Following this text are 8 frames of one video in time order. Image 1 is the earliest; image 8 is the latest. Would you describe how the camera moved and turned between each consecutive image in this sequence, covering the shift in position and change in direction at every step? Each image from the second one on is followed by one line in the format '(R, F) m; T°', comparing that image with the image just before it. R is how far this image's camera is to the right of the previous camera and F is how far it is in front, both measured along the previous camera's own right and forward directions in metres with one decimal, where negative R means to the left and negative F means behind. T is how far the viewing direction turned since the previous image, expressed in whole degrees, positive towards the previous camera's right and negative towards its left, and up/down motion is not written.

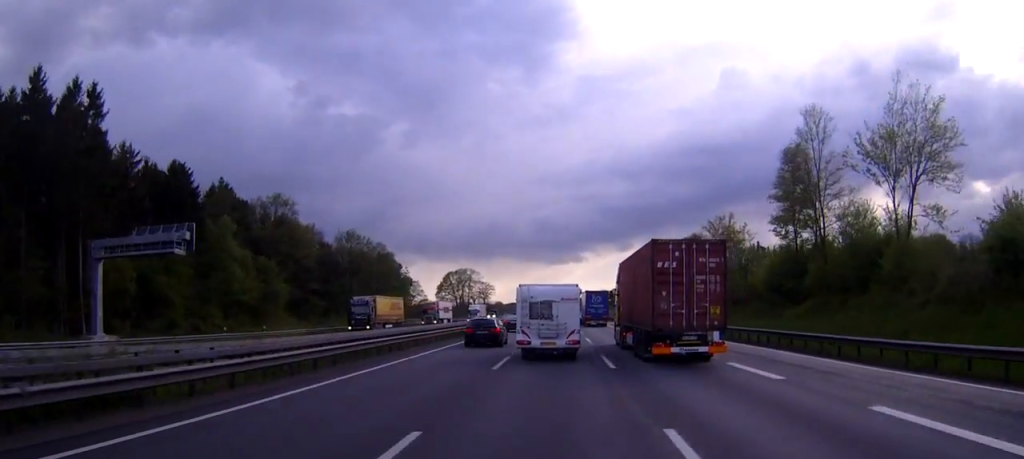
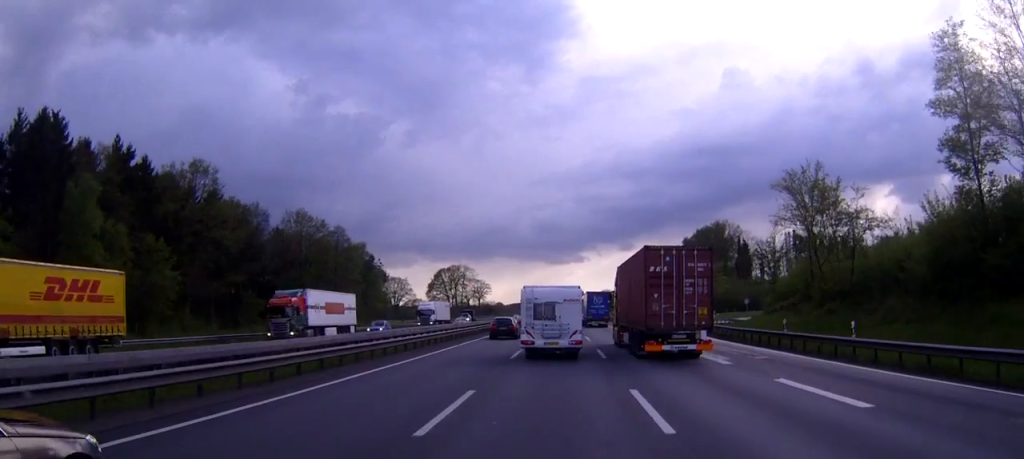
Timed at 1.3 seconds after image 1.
(+0.2, +29.7) m; 0°
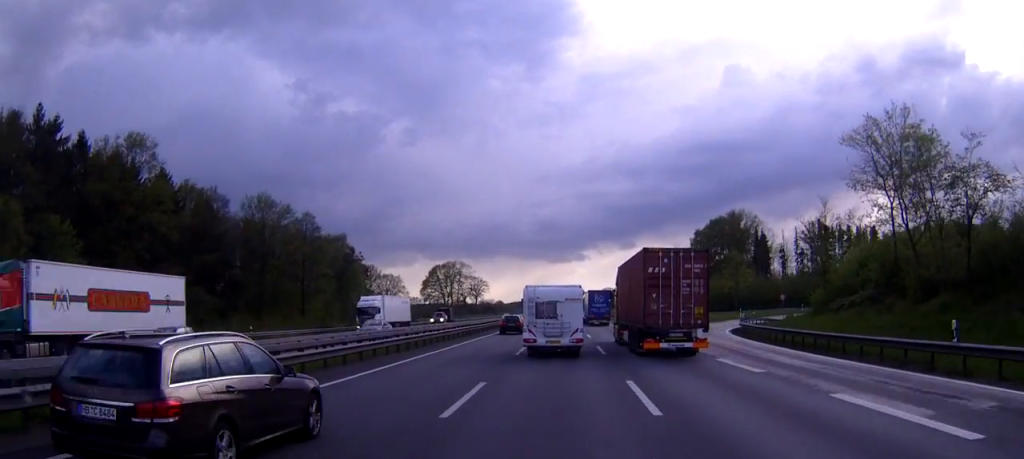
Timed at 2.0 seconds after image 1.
(0.0, +15.9) m; 0°
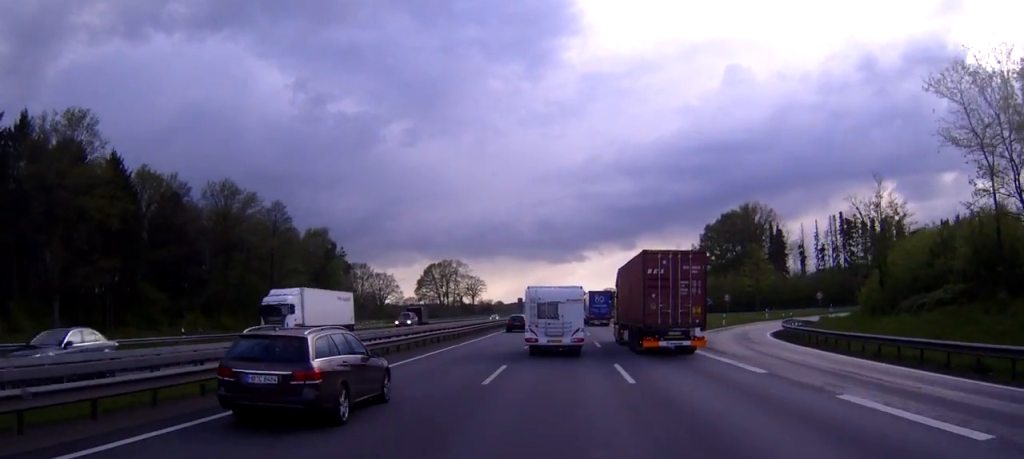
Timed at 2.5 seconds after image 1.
(0.0, +12.1) m; 0°
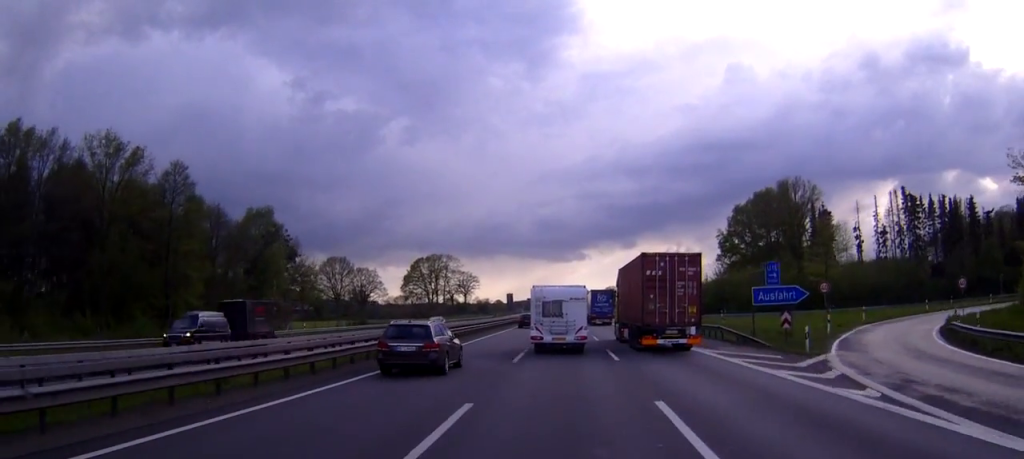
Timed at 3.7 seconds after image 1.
(+0.1, +27.5) m; +1°
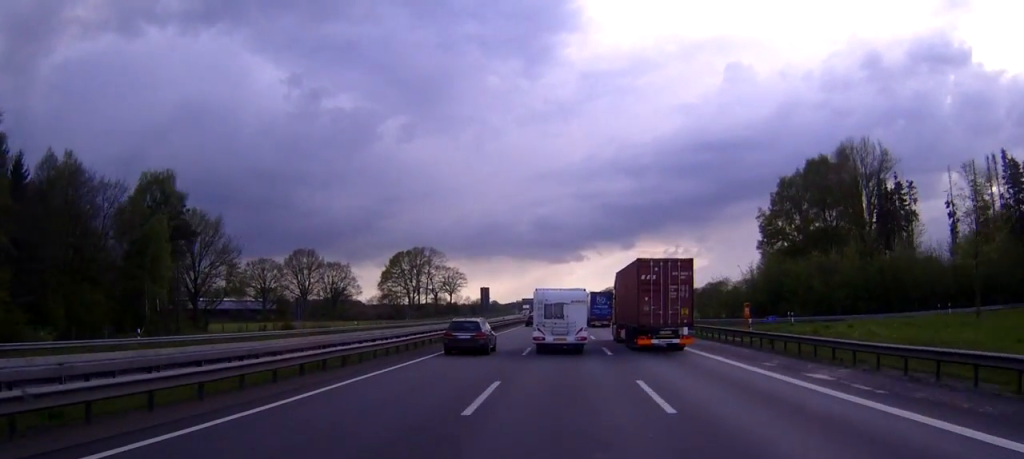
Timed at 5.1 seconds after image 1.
(+0.1, +30.7) m; 0°
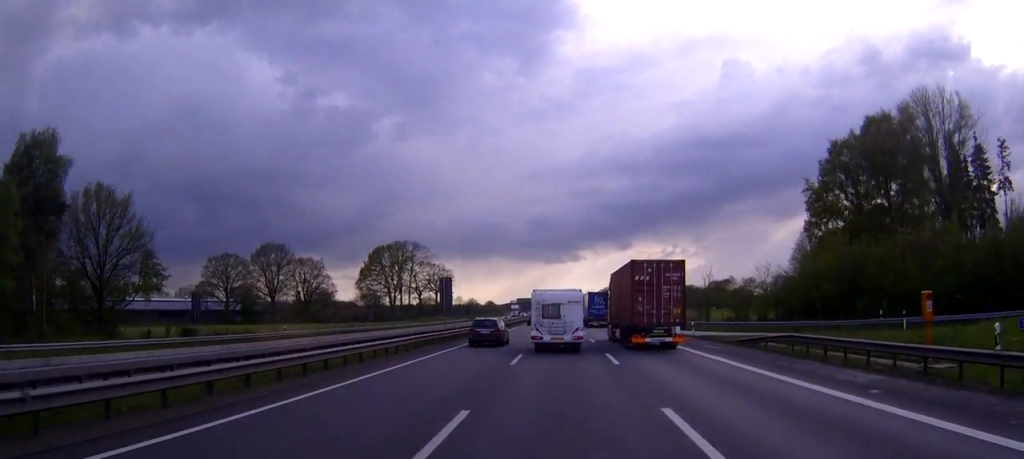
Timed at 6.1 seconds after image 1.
(-0.1, +23.3) m; 0°
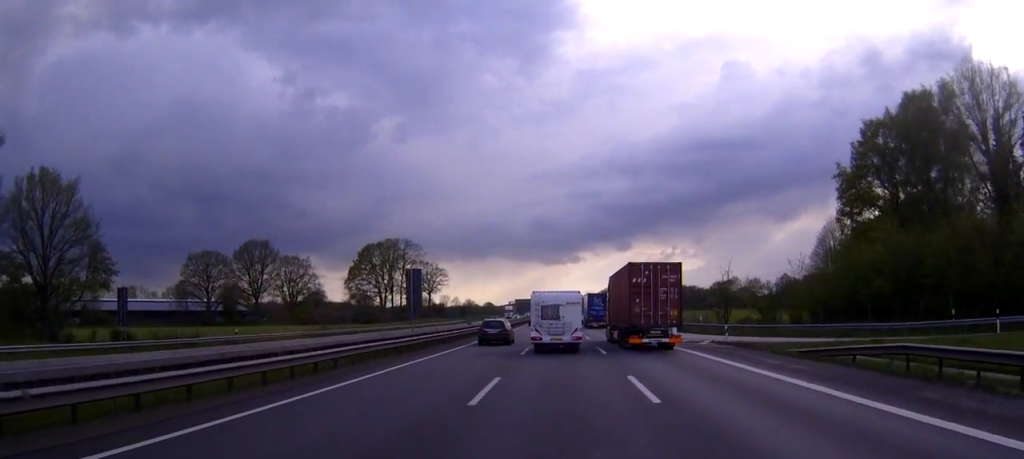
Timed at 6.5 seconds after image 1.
(0.0, +11.0) m; 0°
